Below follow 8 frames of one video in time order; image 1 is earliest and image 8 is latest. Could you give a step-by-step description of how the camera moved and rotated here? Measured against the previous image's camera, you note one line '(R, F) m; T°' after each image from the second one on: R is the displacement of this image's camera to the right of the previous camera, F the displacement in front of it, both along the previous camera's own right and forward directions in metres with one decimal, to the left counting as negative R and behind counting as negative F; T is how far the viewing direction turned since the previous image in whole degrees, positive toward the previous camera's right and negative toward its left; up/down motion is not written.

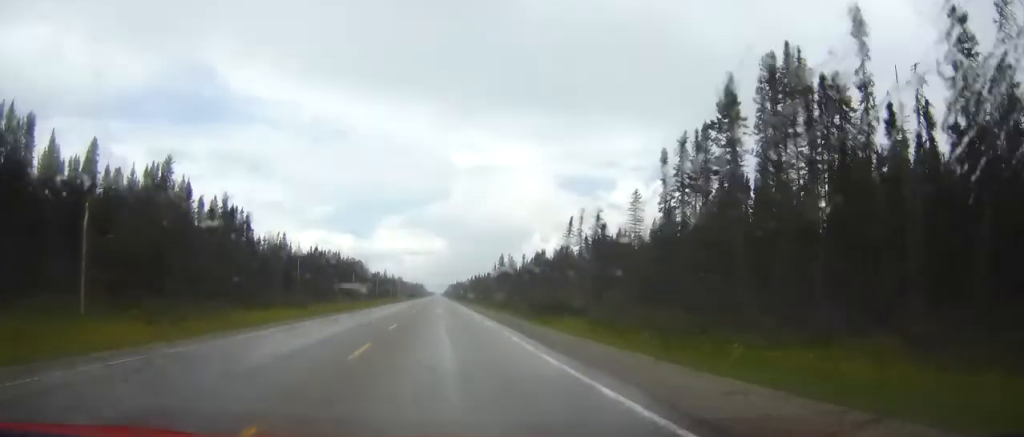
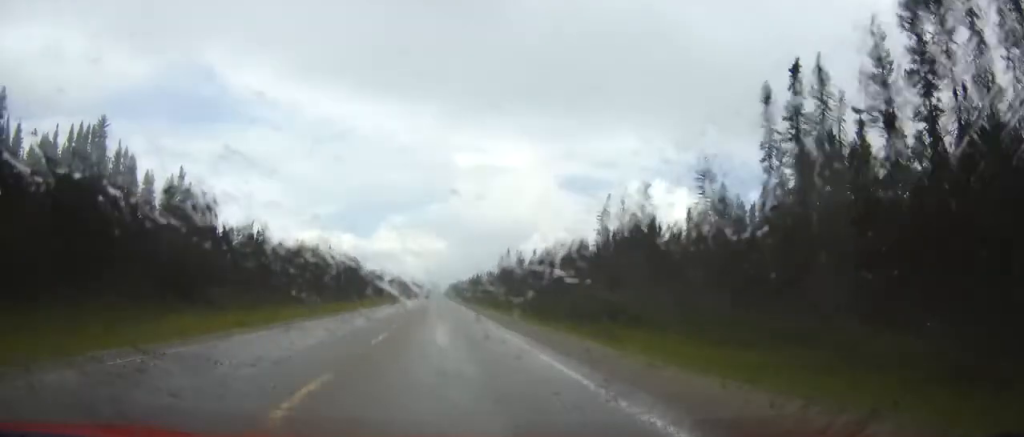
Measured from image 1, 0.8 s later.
(+0.1, +23.0) m; 0°
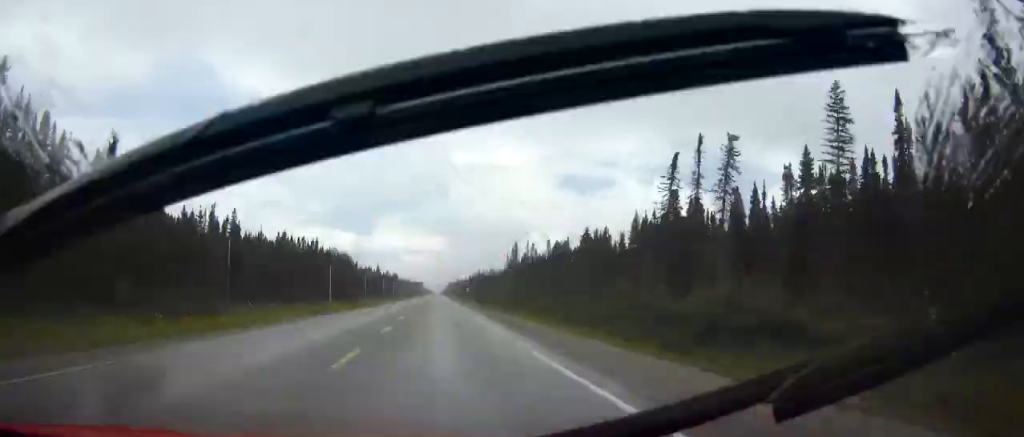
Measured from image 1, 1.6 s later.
(-0.1, +24.0) m; 0°
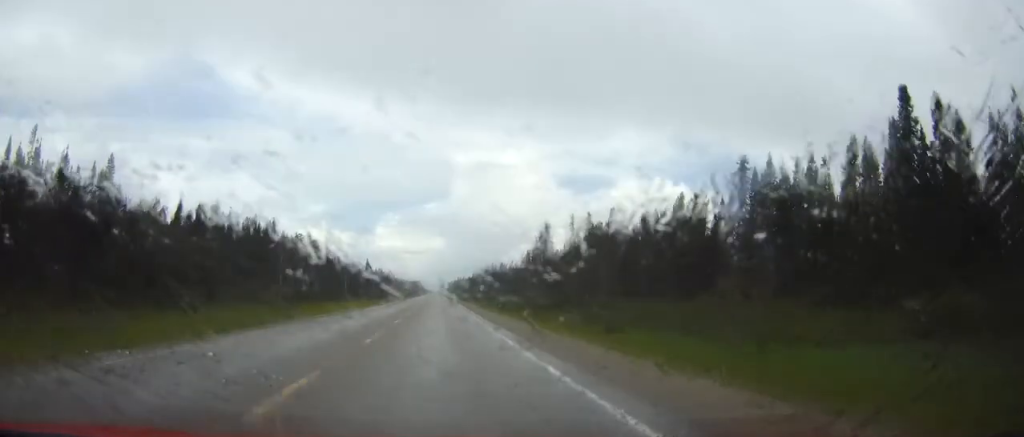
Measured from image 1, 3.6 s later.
(0.0, +57.8) m; 0°
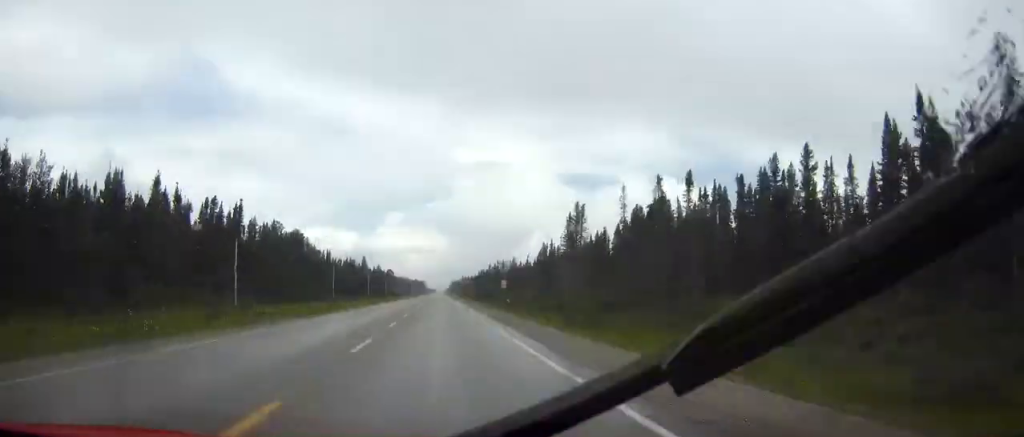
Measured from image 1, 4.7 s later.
(0.0, +30.1) m; 0°
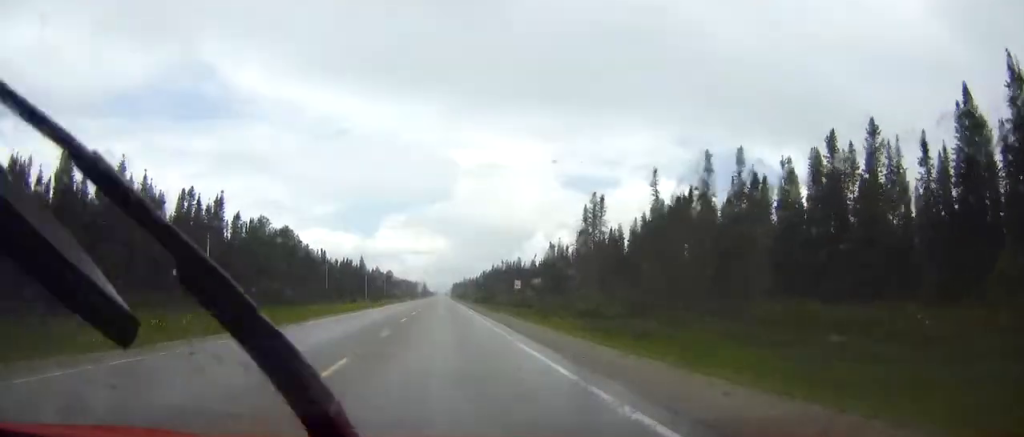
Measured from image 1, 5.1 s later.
(0.0, +12.7) m; 0°
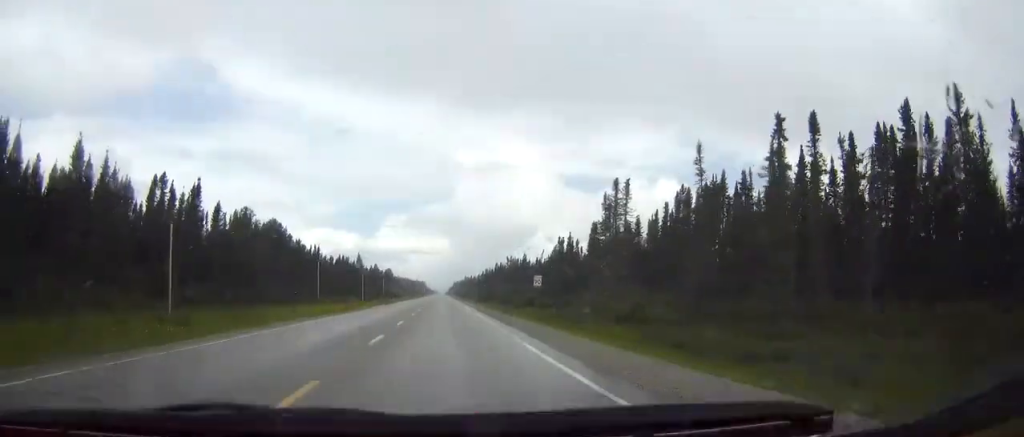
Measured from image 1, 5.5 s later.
(+0.1, +12.7) m; 0°
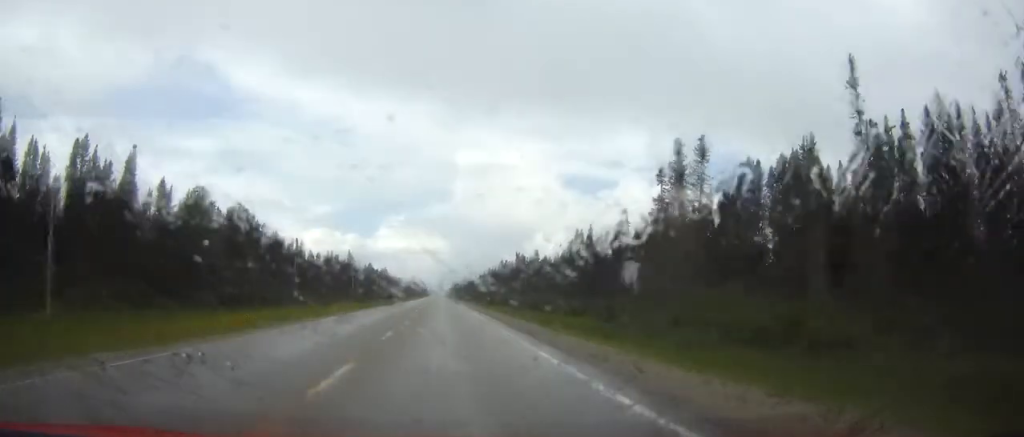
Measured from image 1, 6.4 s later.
(-0.2, +25.4) m; 0°
